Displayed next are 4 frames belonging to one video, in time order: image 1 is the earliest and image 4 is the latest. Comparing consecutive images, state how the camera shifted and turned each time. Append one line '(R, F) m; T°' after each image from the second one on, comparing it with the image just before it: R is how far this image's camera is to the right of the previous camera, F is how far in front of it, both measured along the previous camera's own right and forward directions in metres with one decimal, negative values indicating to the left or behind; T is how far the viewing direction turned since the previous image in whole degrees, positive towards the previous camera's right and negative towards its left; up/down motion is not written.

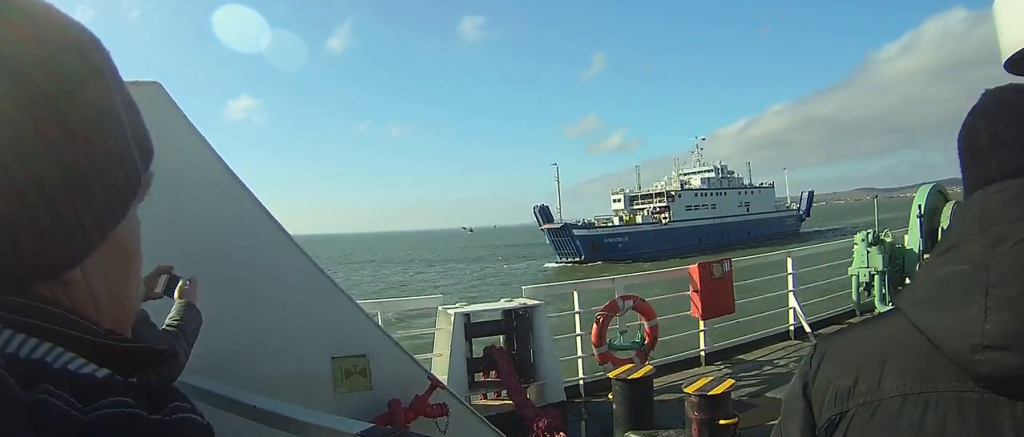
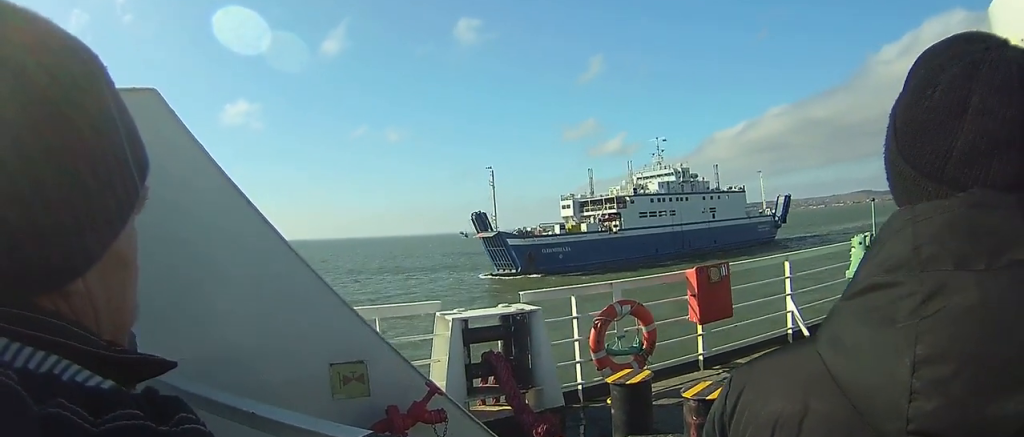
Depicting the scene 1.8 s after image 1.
(-0.2, +8.6) m; -3°
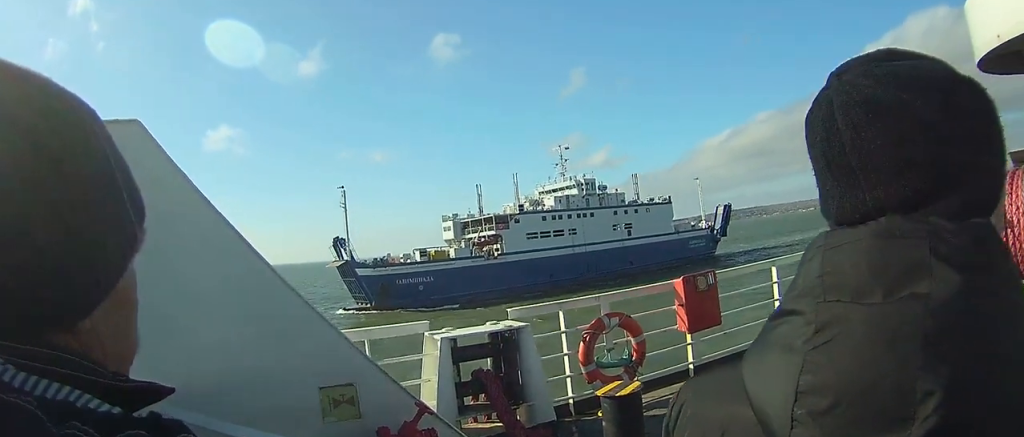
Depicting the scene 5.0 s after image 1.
(-0.1, +14.2) m; -3°
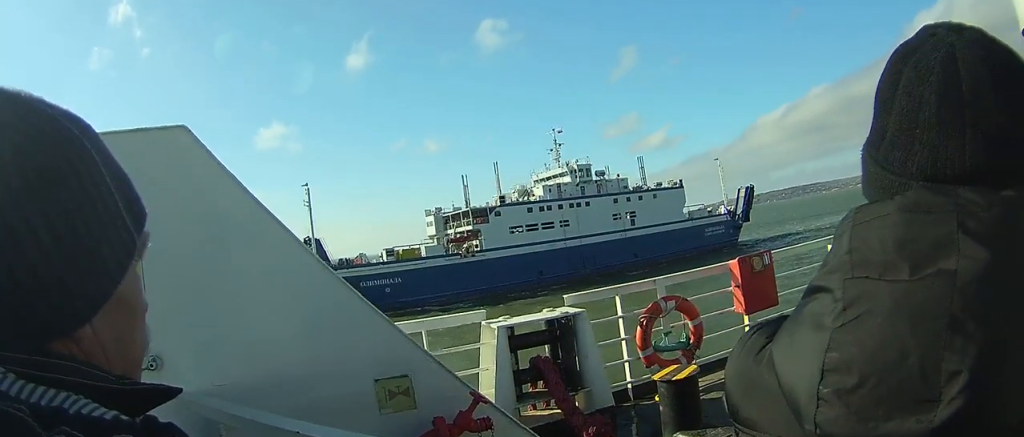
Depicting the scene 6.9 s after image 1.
(-0.5, +7.7) m; -3°
